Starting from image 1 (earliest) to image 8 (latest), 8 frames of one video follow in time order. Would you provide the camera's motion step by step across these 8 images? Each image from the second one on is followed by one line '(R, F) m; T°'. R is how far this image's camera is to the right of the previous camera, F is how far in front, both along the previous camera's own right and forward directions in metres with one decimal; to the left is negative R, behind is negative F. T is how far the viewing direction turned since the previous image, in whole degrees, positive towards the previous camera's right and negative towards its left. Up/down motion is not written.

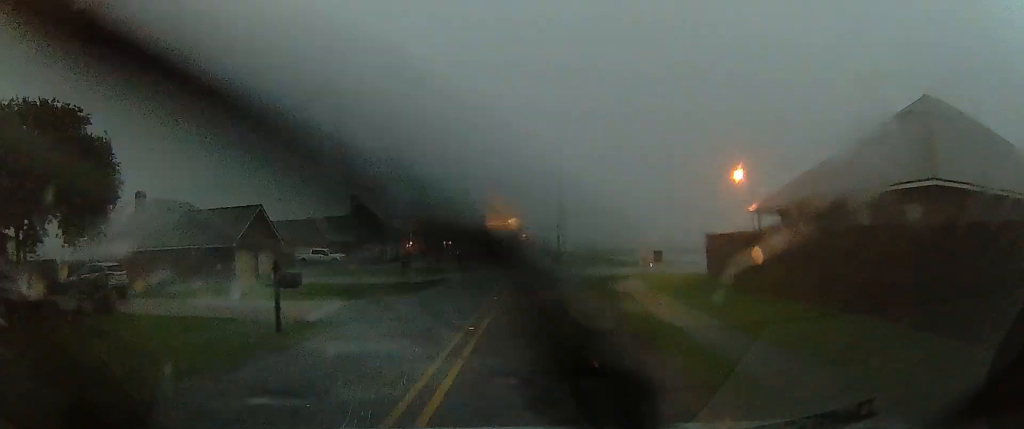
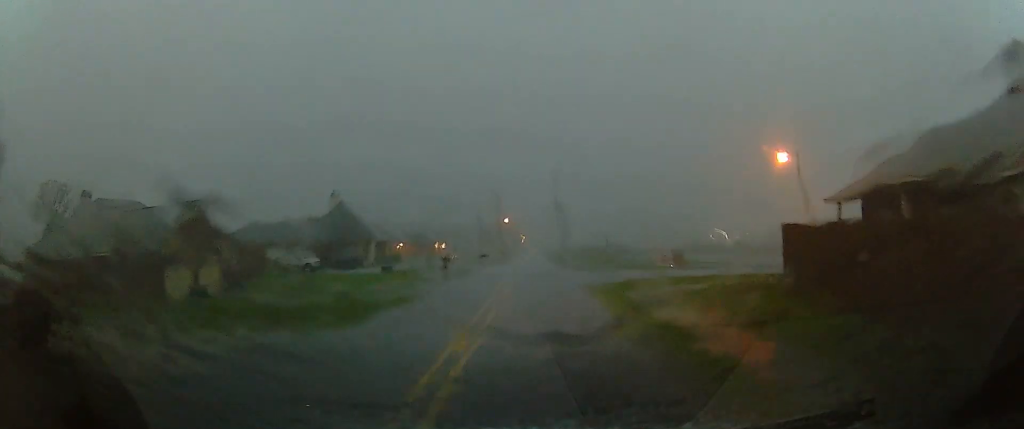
(+0.3, +7.8) m; -3°
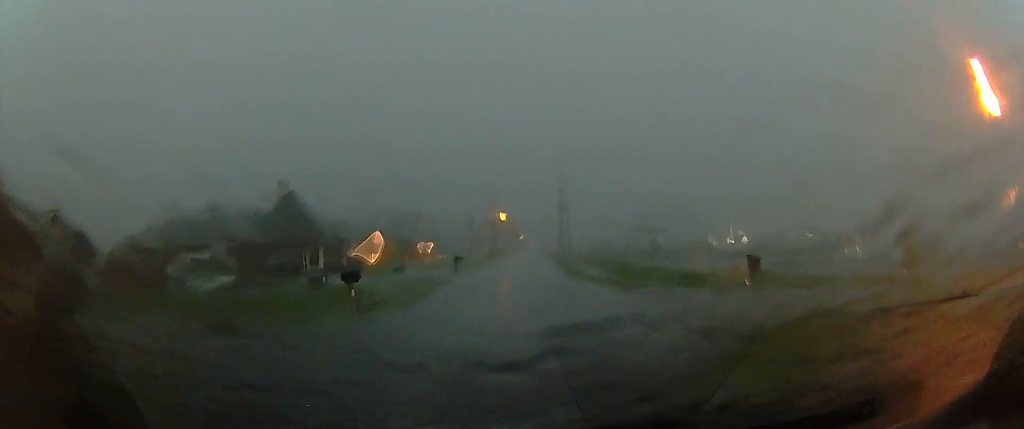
(-1.4, +15.6) m; 0°
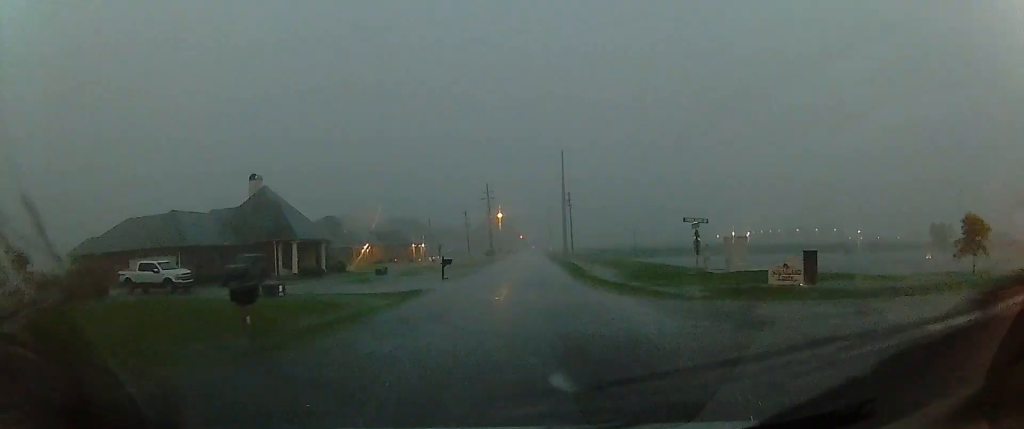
(+0.6, +6.0) m; +2°
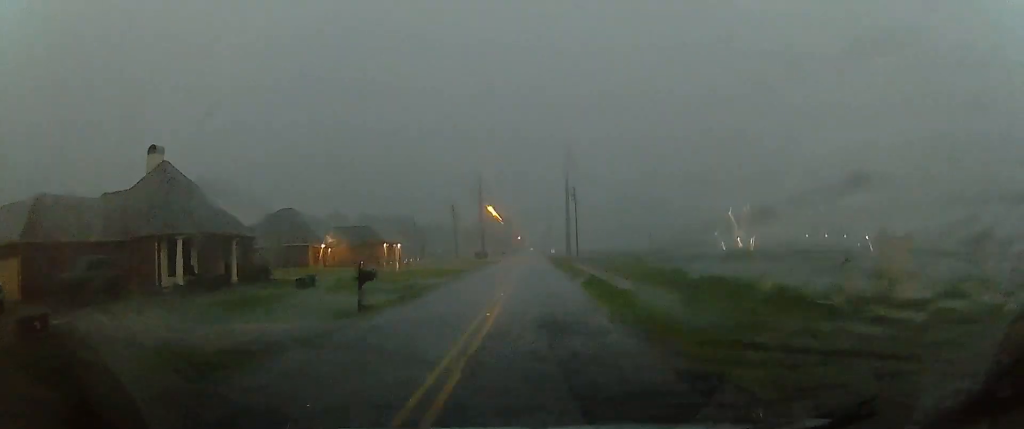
(+0.8, +15.7) m; +3°
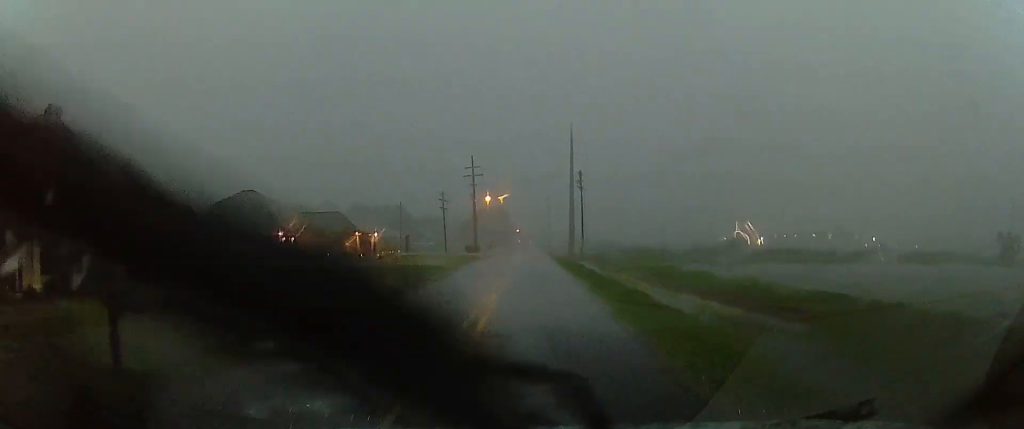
(0.0, +11.2) m; 0°
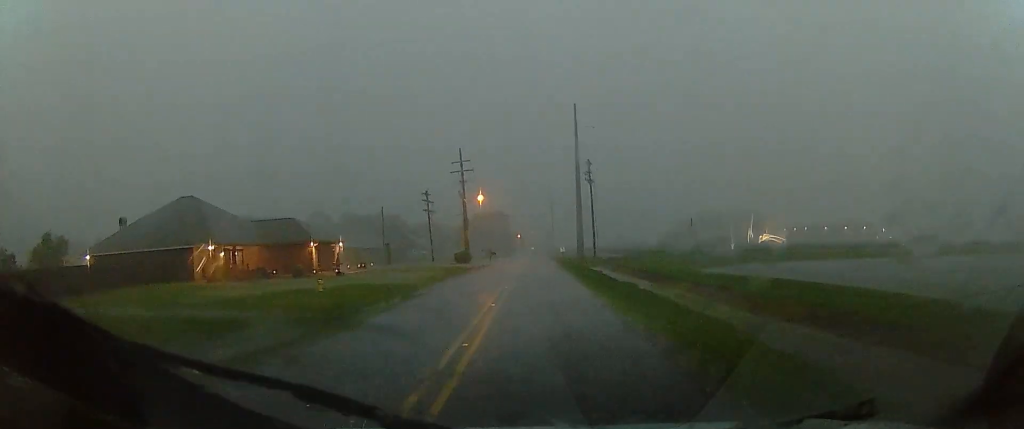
(0.0, +12.7) m; 0°
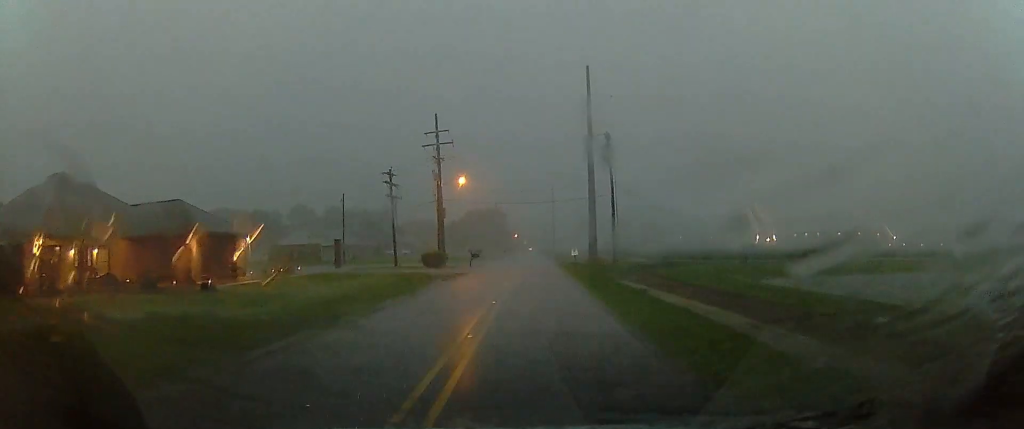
(0.0, +18.3) m; 0°
